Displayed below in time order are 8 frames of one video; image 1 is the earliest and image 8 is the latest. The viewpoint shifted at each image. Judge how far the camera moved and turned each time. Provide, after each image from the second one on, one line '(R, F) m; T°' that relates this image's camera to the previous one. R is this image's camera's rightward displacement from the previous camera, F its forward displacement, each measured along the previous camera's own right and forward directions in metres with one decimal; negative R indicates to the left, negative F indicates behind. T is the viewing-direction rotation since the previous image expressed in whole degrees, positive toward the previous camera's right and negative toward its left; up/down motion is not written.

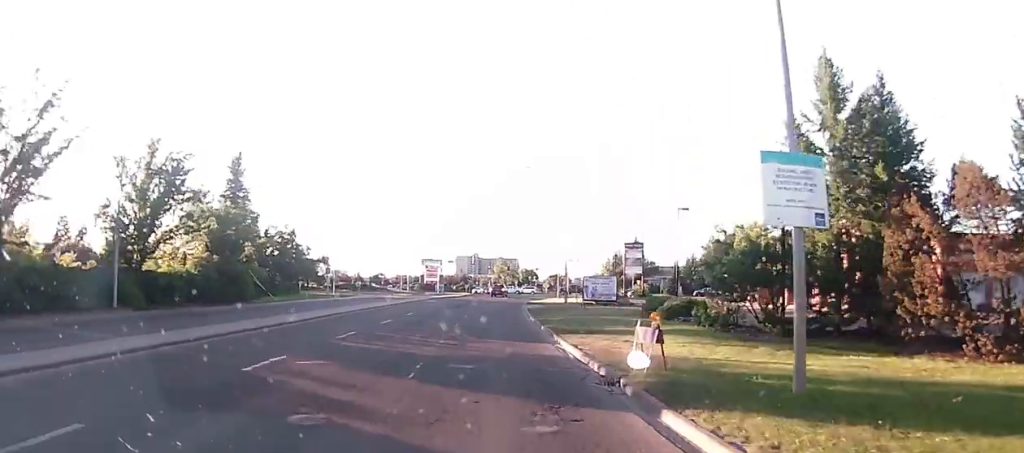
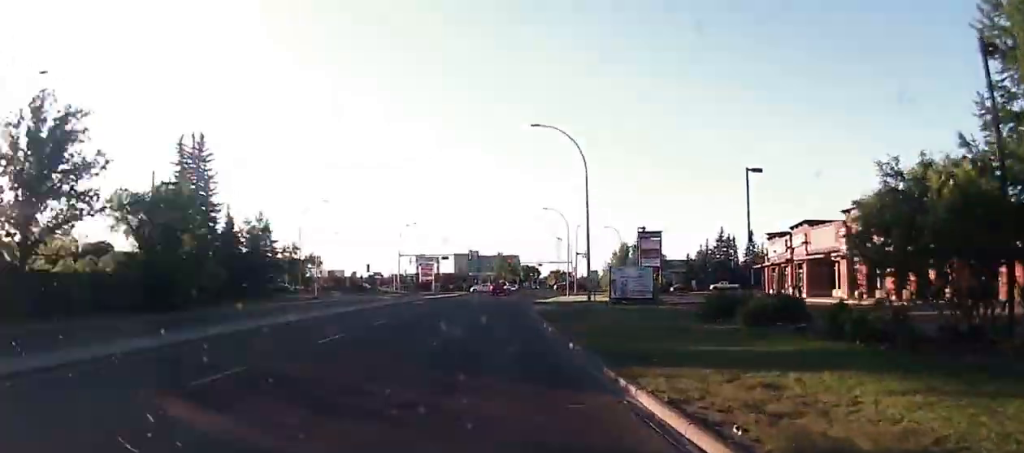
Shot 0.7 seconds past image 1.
(-0.1, +11.6) m; -1°
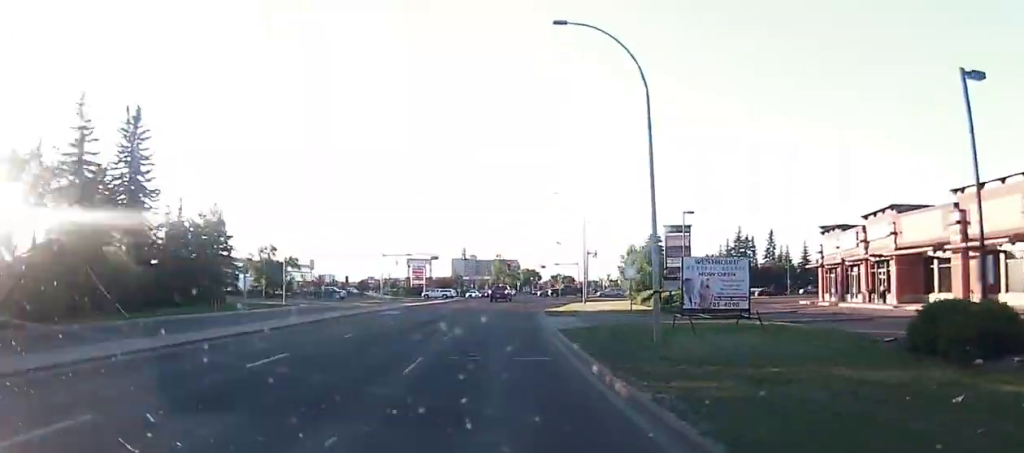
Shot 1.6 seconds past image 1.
(0.0, +15.2) m; 0°
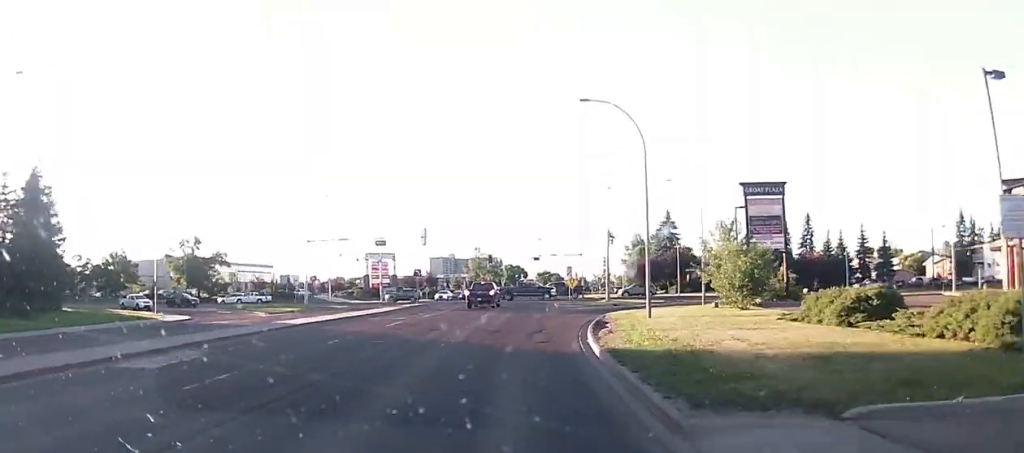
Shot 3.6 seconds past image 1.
(+0.7, +31.5) m; +1°
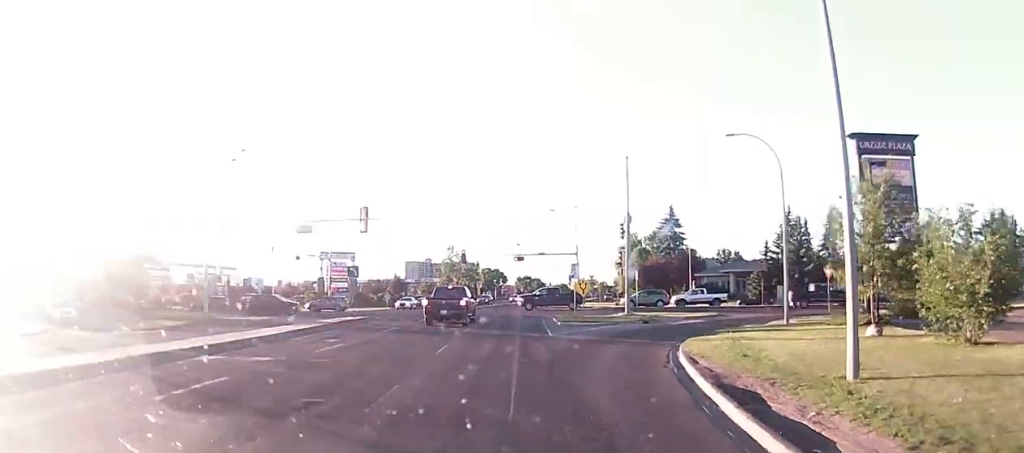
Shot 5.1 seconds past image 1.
(-0.1, +19.4) m; +1°
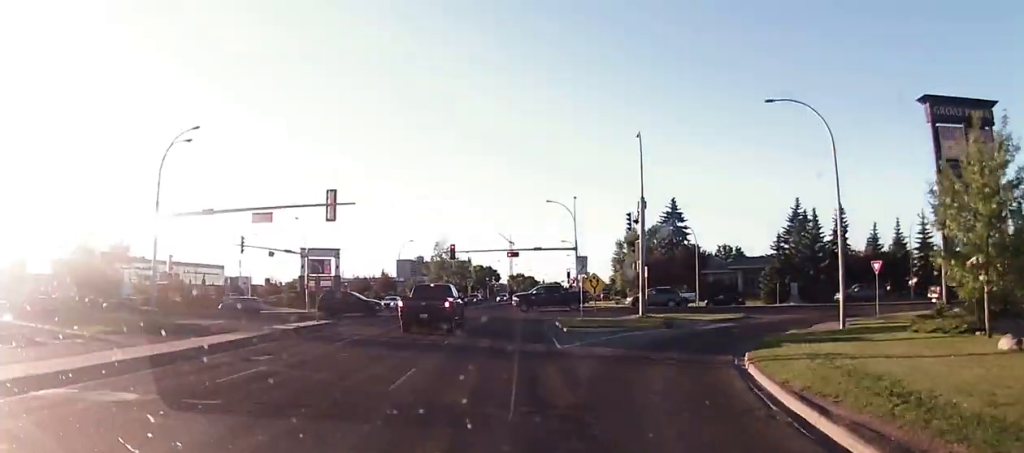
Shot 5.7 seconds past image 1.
(+0.1, +6.9) m; +1°
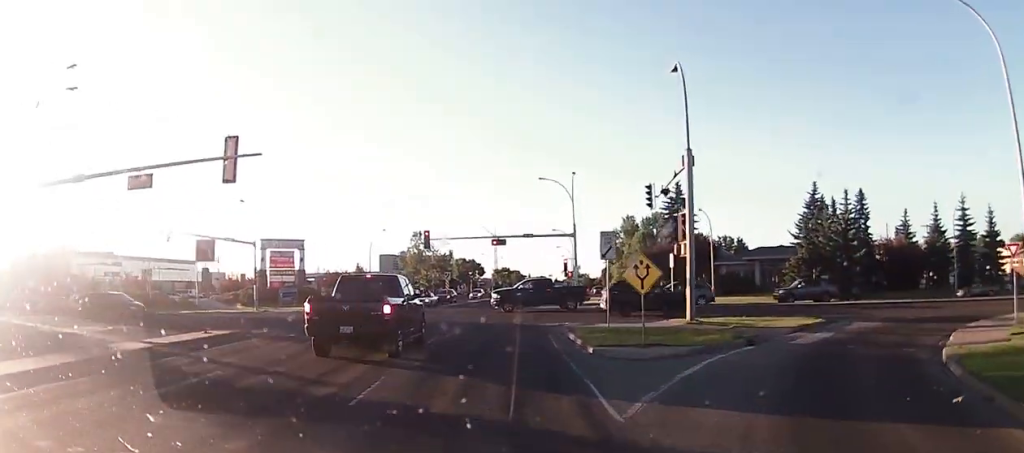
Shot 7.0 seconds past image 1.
(+0.1, +12.6) m; +2°
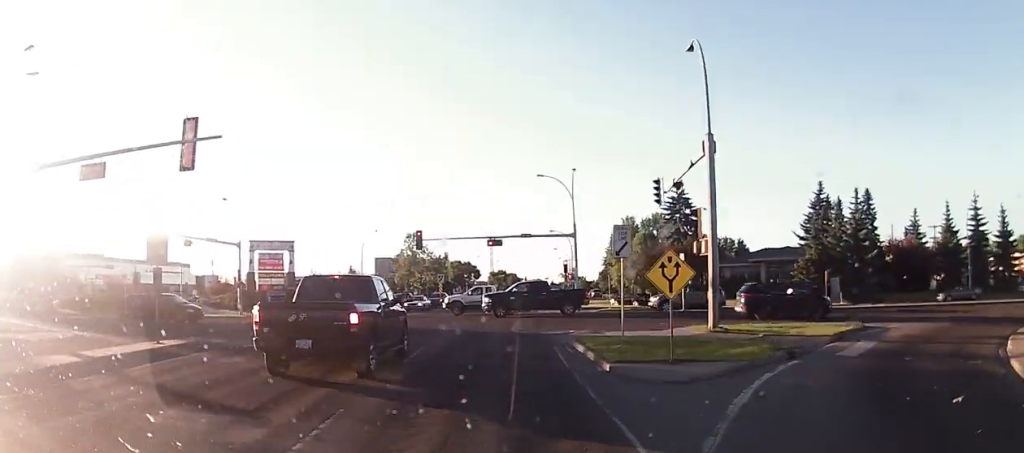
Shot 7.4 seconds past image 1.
(0.0, +3.6) m; +1°
